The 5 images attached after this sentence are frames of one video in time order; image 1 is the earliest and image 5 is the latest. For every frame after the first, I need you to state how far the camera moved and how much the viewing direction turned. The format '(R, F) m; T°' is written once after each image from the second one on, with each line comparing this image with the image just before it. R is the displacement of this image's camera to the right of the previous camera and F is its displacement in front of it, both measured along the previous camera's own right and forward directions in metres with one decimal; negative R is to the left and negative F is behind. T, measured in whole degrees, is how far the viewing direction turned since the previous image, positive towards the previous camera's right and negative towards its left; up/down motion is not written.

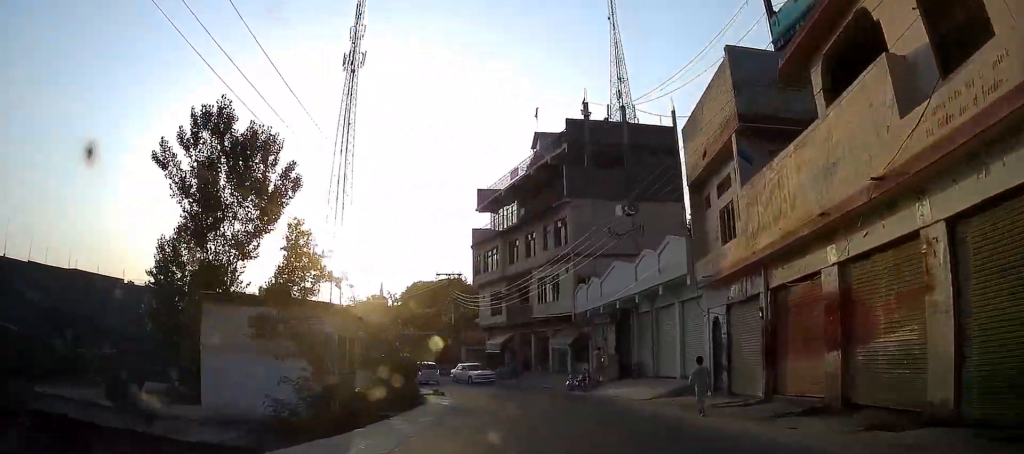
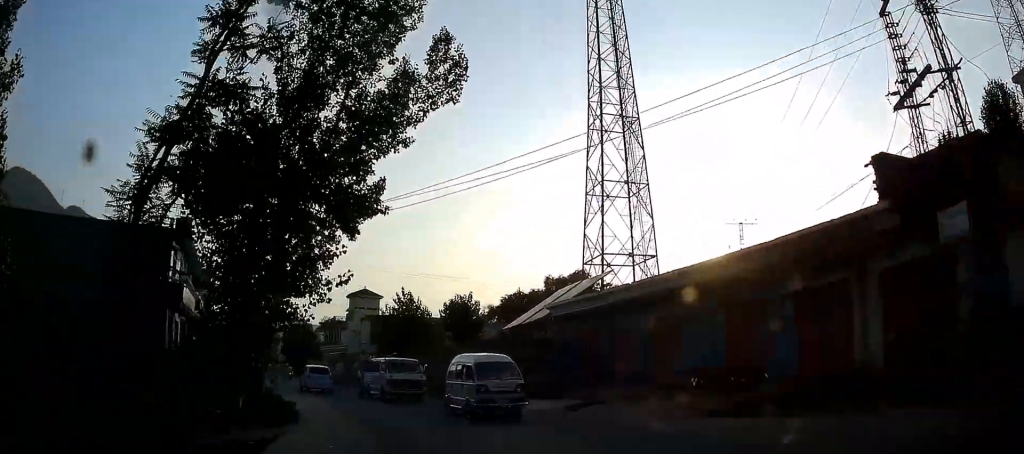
(-6.4, +46.3) m; -28°
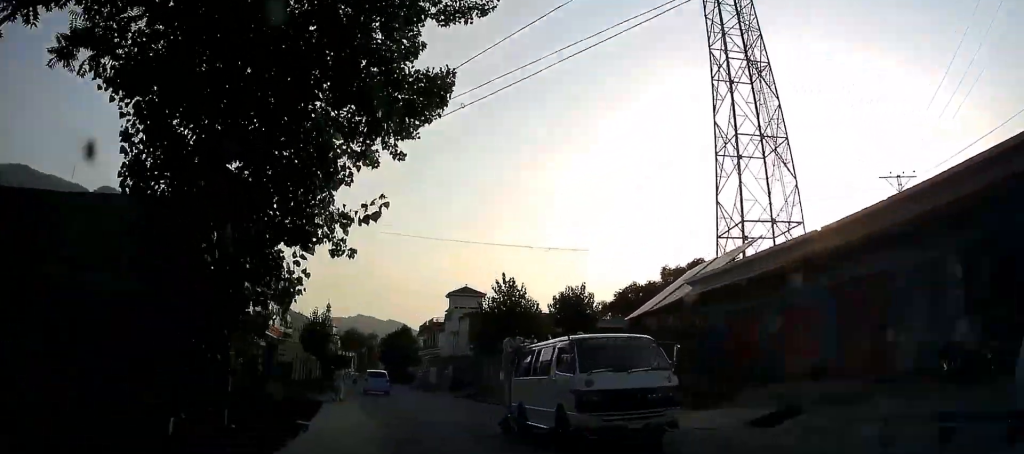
(-0.1, +8.1) m; -11°
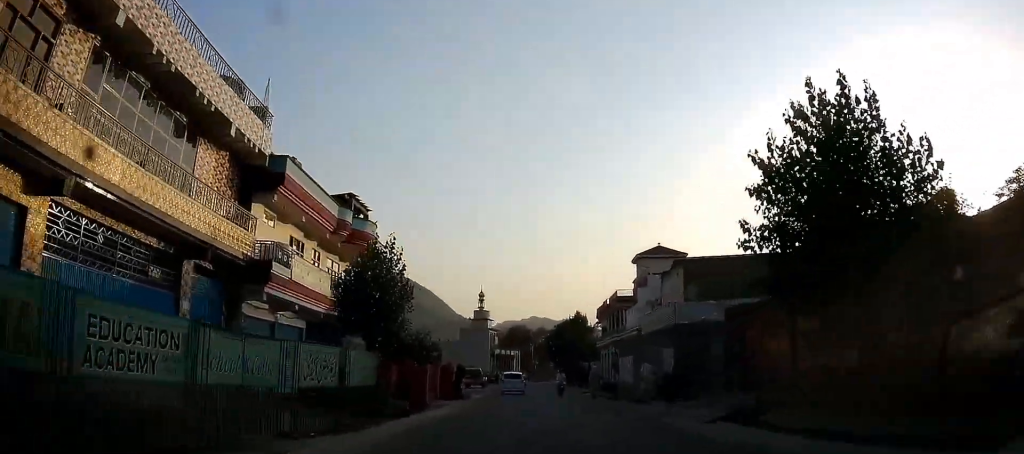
(-5.4, +20.9) m; -20°
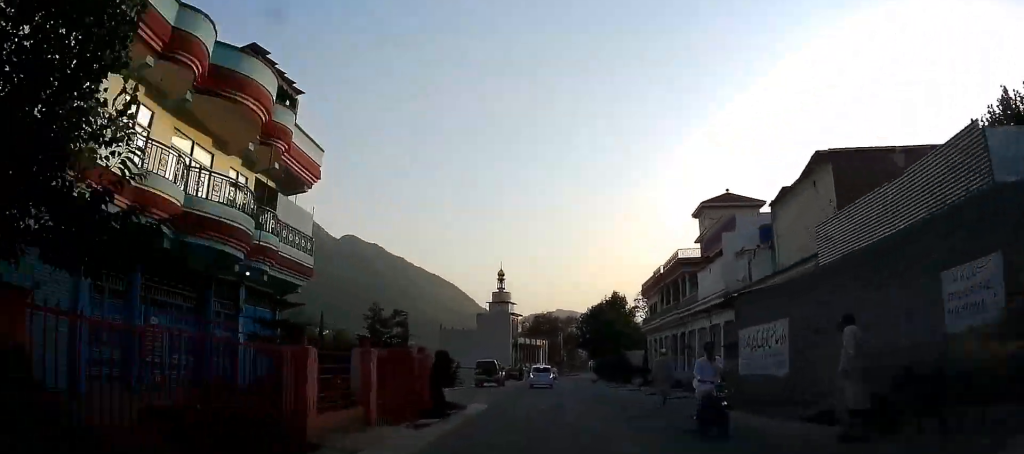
(-0.7, +14.0) m; -4°
